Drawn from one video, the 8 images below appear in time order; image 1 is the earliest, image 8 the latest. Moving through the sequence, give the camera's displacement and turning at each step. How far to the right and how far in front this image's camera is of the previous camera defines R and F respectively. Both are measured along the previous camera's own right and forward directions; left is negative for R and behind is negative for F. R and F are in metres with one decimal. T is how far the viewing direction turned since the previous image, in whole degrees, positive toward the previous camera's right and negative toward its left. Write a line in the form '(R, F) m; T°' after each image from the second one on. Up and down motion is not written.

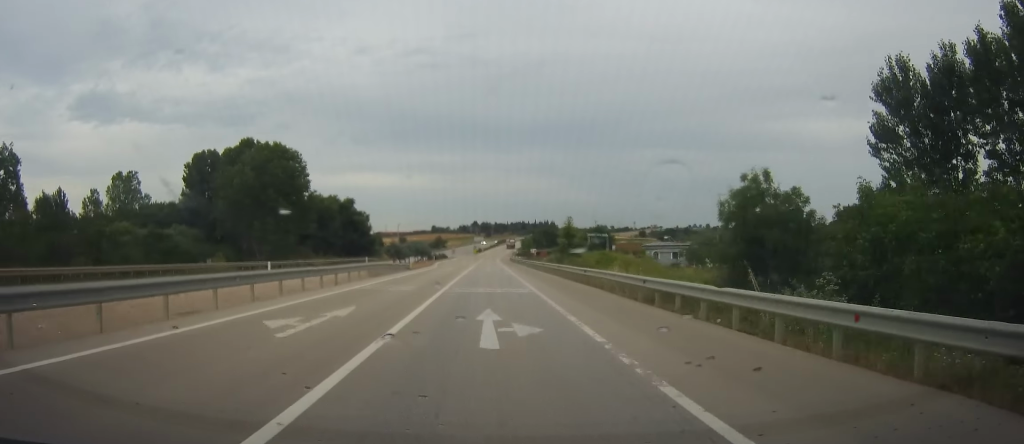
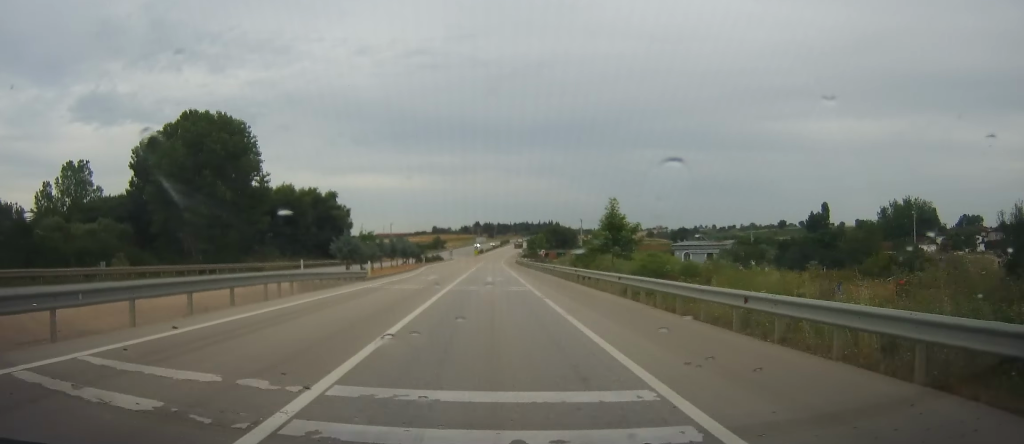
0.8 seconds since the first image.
(0.0, +19.6) m; -1°
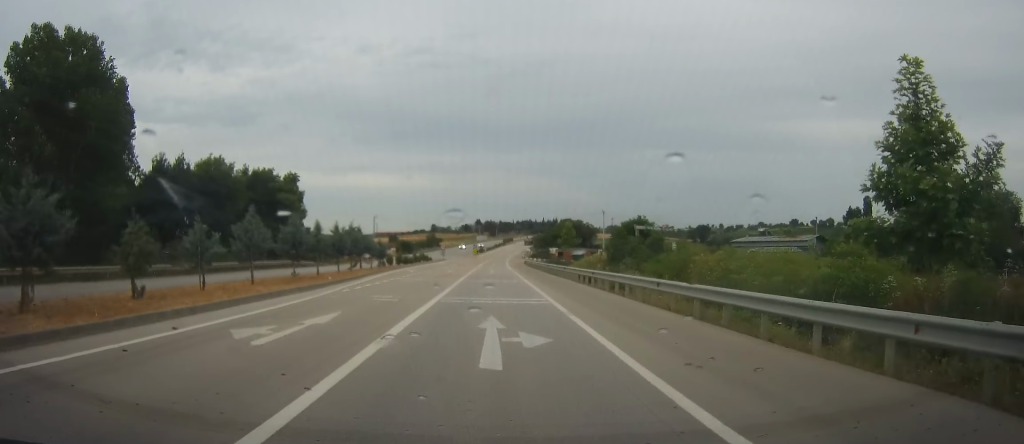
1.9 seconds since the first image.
(-0.5, +29.1) m; 0°
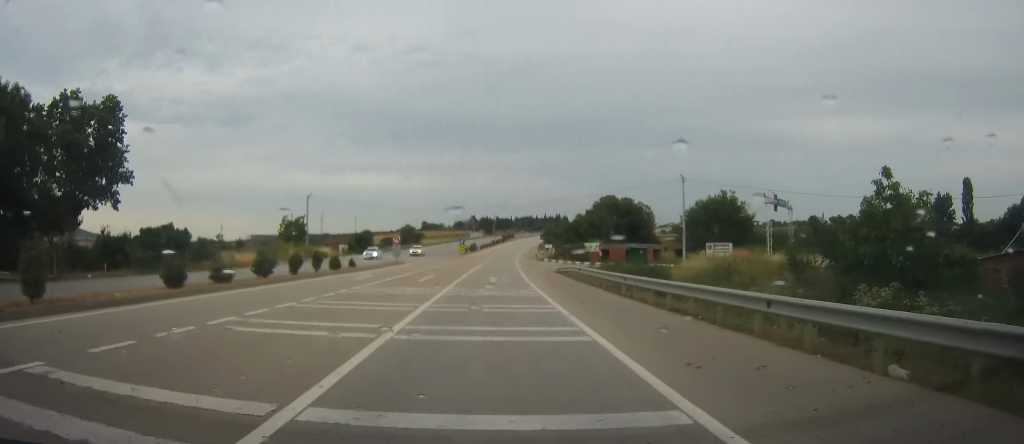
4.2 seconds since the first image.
(+0.2, +56.0) m; 0°
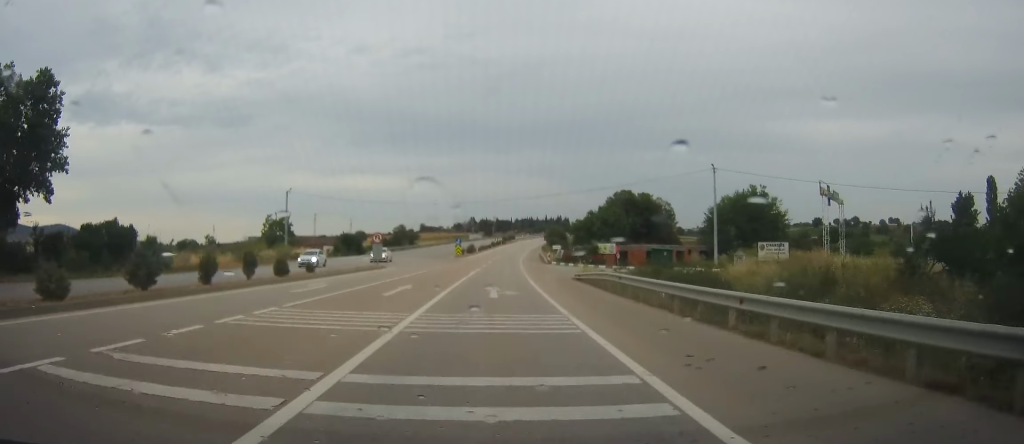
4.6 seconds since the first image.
(+0.2, +10.8) m; +1°
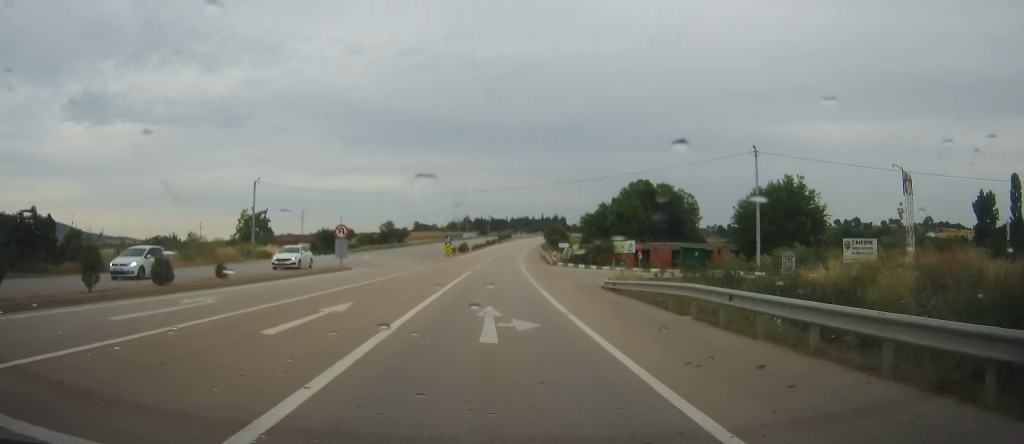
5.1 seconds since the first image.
(+0.1, +11.6) m; 0°
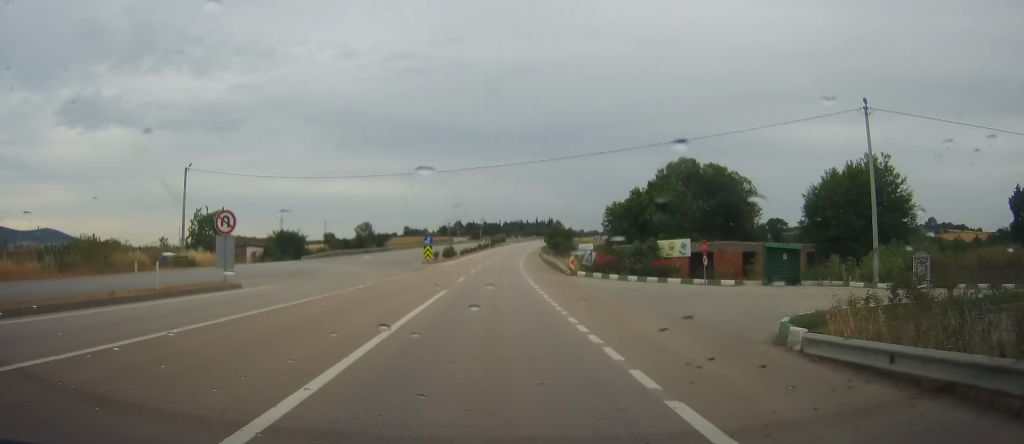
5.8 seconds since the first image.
(0.0, +17.8) m; 0°
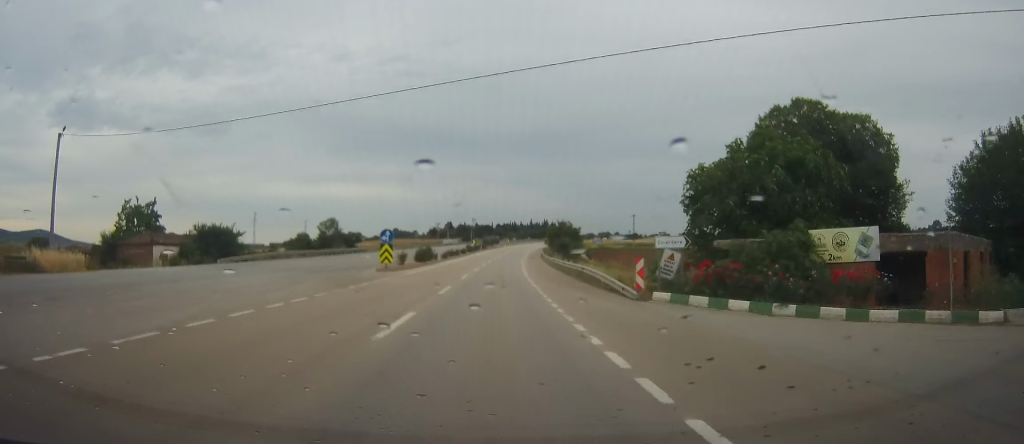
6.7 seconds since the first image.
(0.0, +21.0) m; 0°
